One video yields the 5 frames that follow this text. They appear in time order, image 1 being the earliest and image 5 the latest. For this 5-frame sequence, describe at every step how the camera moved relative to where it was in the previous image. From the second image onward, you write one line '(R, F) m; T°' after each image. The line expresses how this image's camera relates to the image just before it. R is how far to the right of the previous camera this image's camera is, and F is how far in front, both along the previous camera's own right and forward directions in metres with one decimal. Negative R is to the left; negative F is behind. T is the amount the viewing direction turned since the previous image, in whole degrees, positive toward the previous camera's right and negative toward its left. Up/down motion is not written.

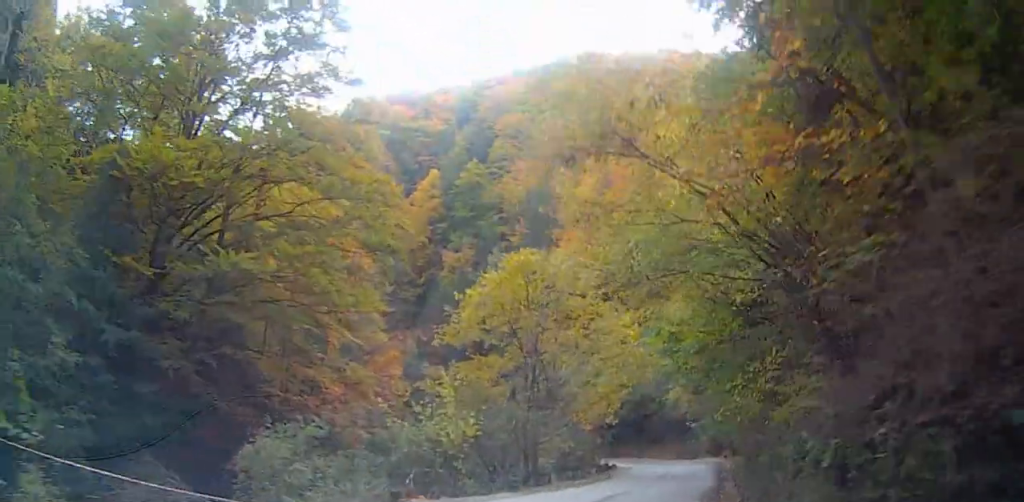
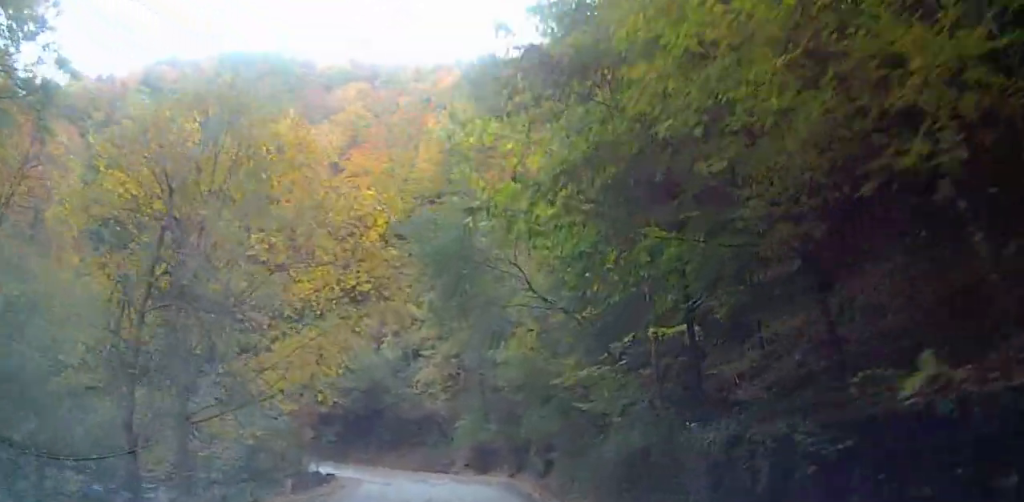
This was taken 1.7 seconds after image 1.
(+2.8, +18.1) m; +10°
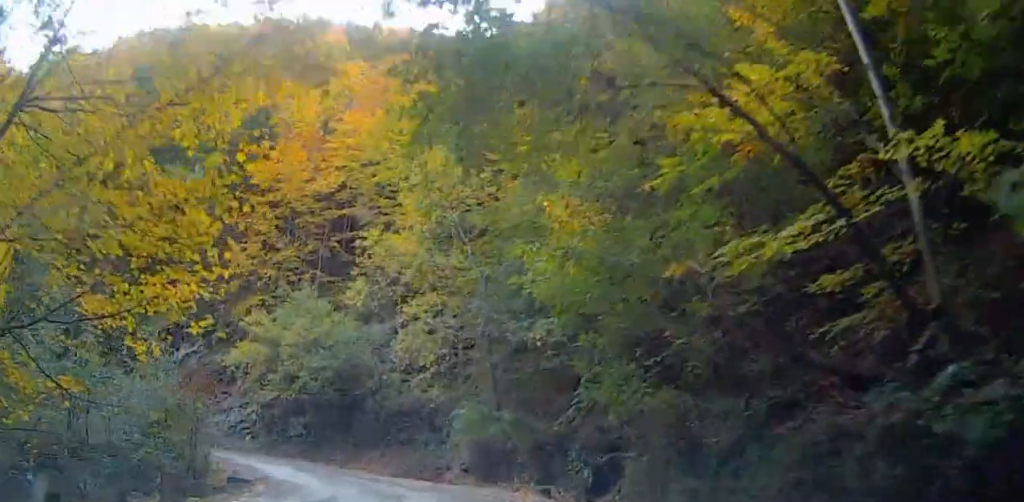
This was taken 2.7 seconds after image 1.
(+0.1, +11.8) m; +4°
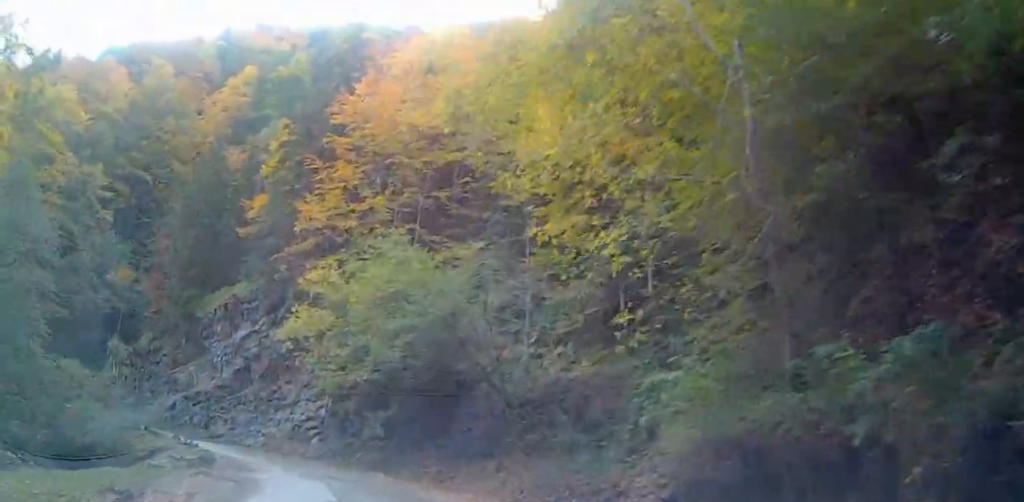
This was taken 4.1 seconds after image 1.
(+1.2, +15.5) m; -1°
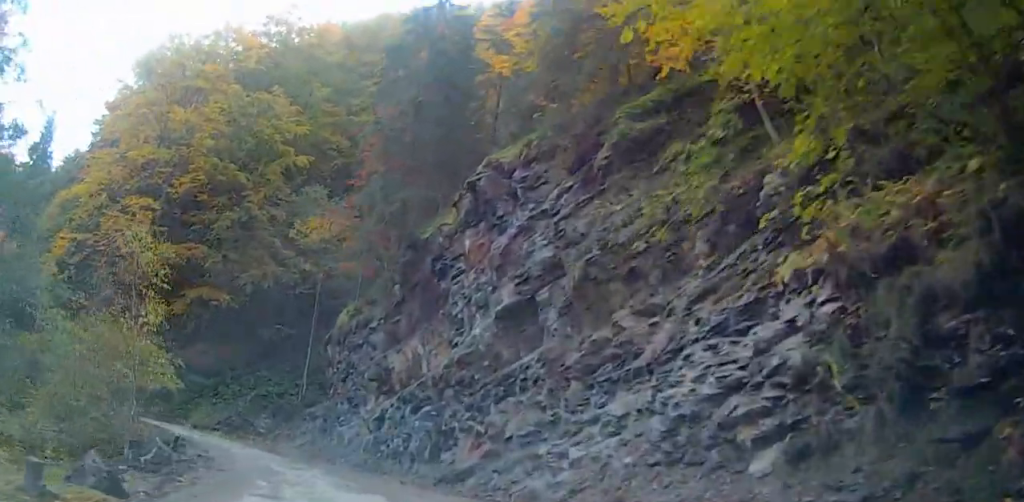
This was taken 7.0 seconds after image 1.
(-10.2, +32.9) m; -14°
